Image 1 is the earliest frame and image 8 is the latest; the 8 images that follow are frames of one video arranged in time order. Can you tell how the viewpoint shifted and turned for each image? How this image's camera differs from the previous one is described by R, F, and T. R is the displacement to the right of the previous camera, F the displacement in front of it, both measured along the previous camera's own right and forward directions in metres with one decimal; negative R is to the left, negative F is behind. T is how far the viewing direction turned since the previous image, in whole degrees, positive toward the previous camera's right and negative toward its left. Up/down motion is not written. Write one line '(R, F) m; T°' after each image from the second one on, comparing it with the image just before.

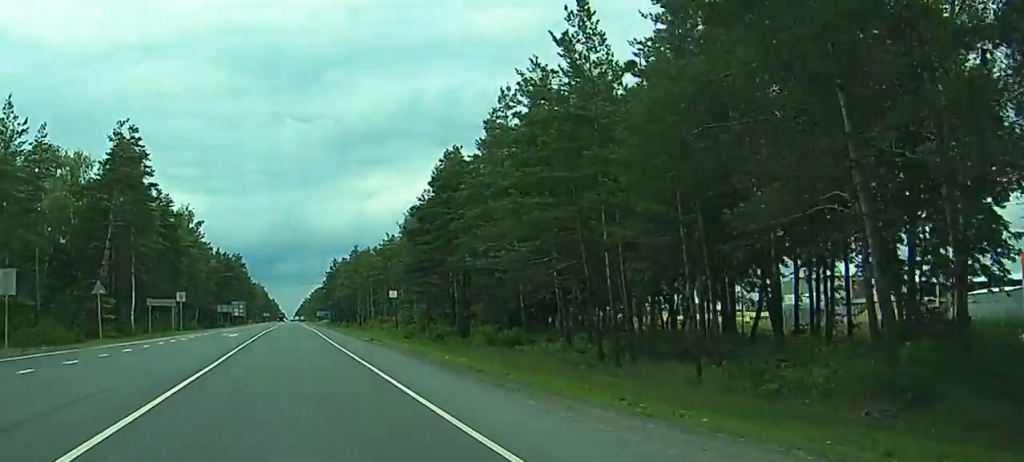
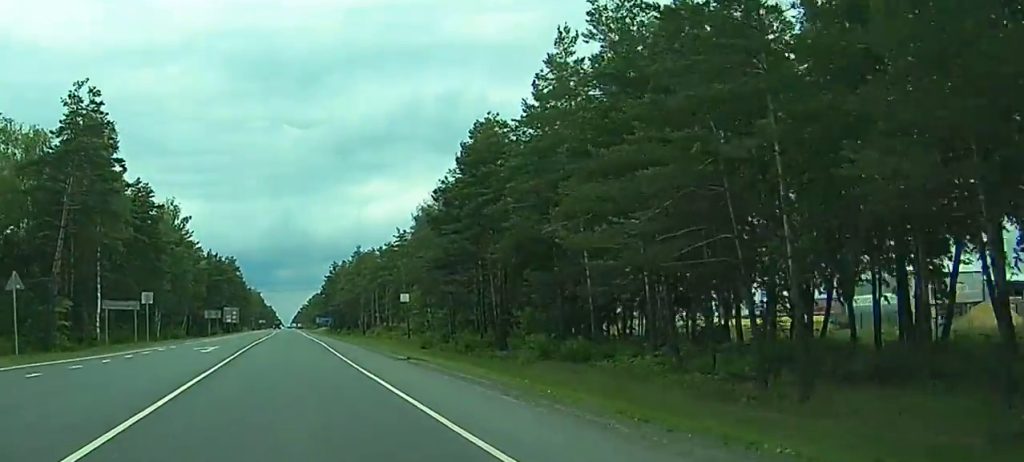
(+0.1, +15.1) m; 0°
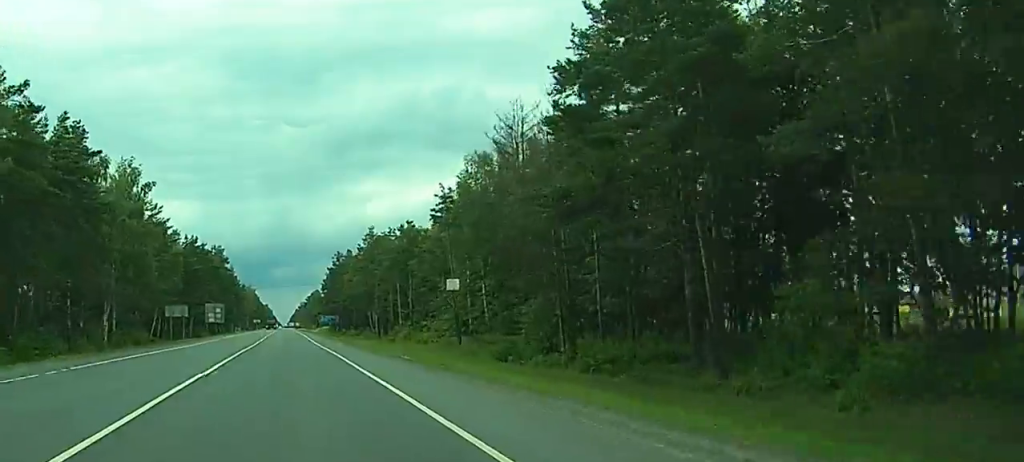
(0.0, +33.1) m; 0°
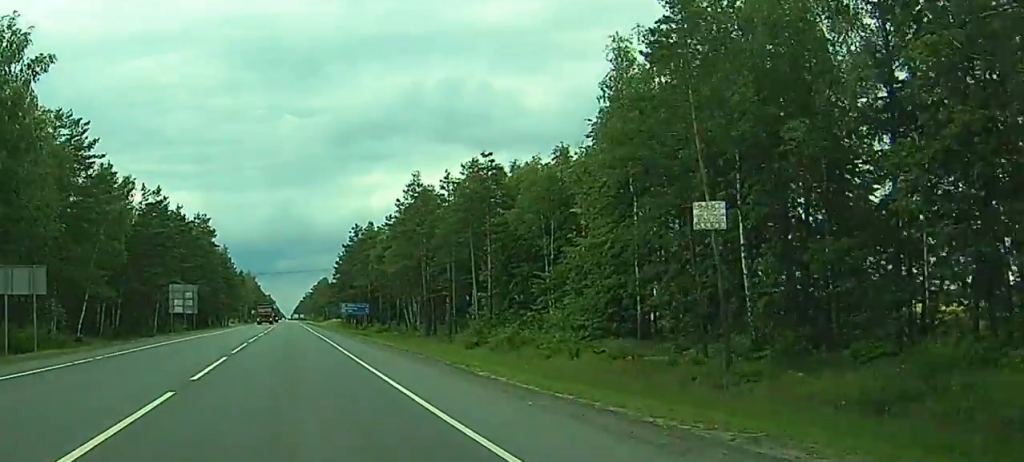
(0.0, +45.9) m; 0°
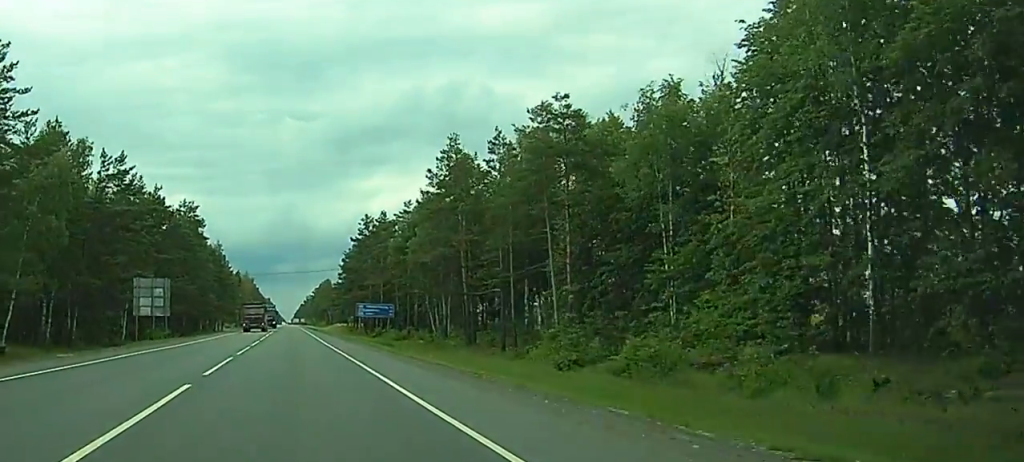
(0.0, +21.7) m; 0°
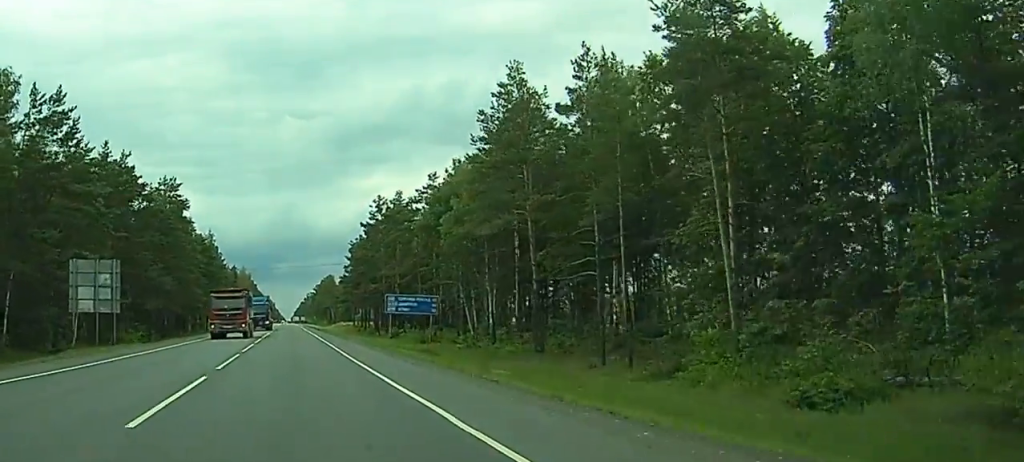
(0.0, +21.3) m; 0°
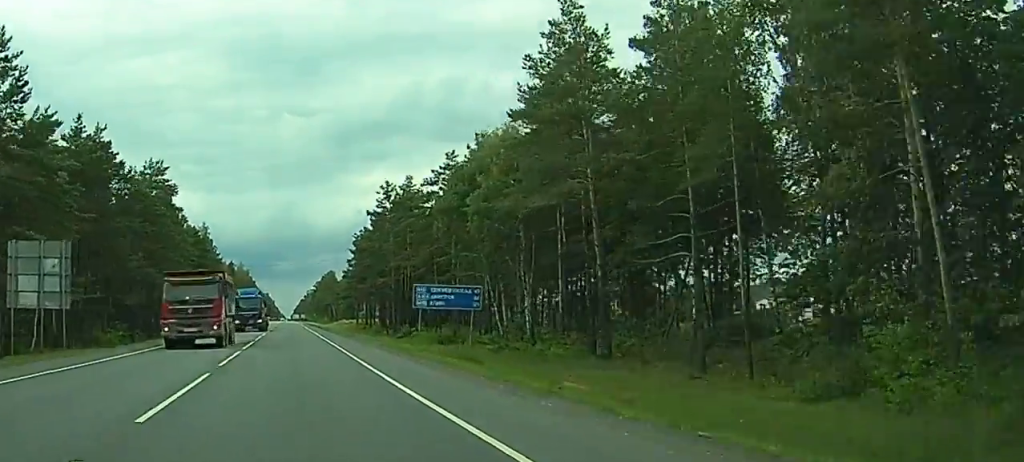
(0.0, +11.5) m; 0°
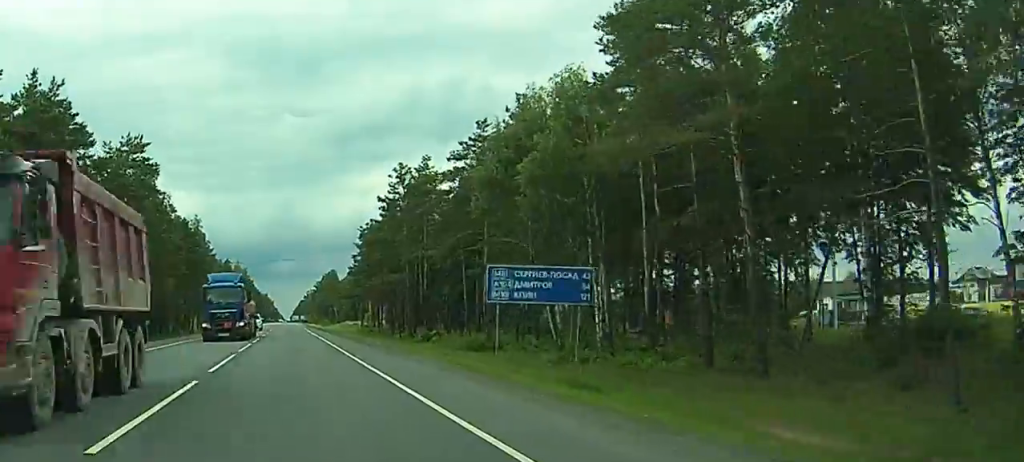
(0.0, +14.6) m; 0°
